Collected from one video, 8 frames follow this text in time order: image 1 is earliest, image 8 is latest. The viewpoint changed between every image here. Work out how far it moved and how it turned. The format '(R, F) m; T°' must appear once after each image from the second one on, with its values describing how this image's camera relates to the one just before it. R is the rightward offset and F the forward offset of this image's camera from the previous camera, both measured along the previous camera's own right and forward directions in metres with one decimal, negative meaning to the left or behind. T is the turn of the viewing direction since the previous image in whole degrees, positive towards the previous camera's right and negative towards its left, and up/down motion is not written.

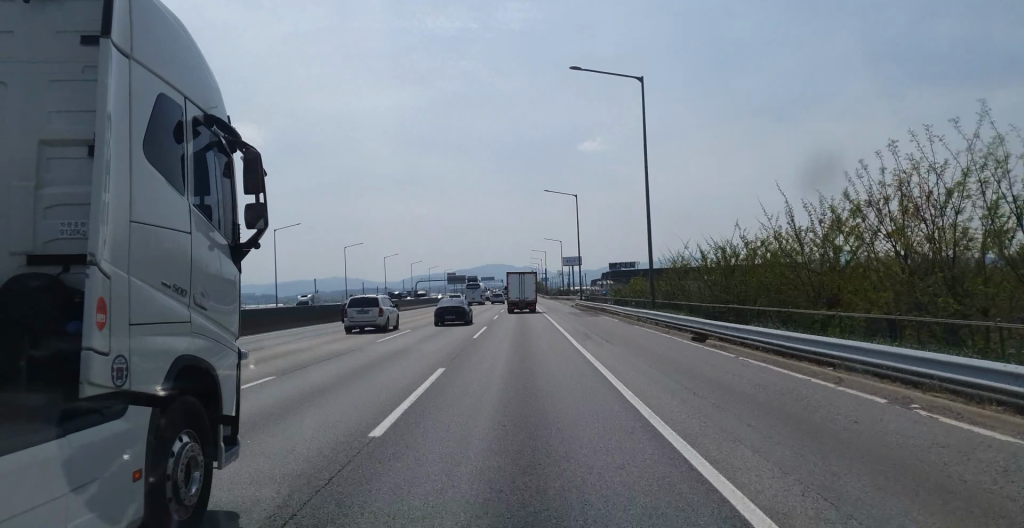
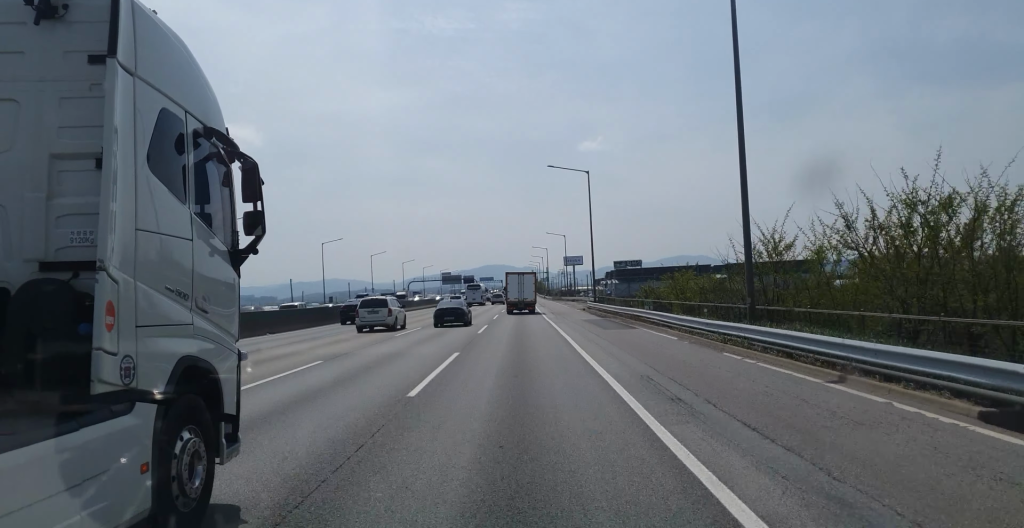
(+0.1, +16.1) m; 0°
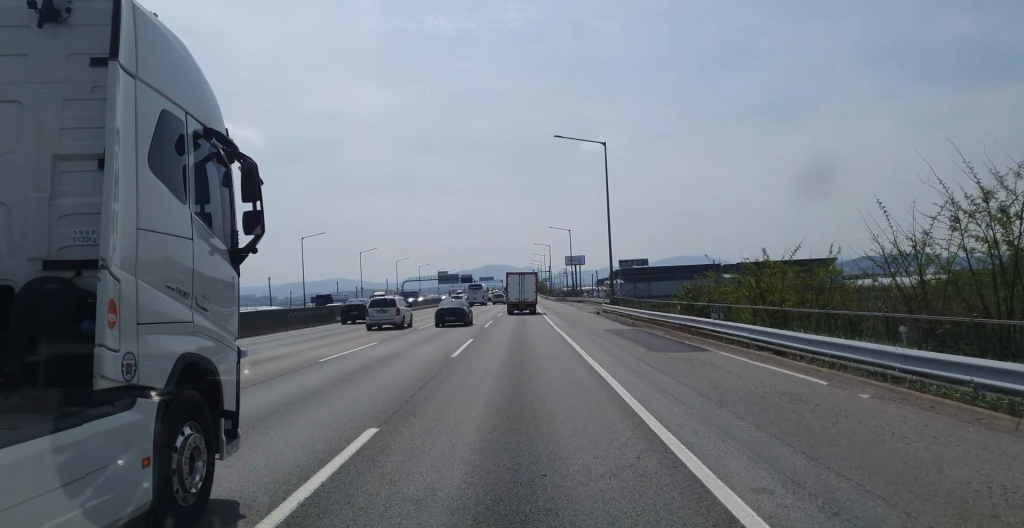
(+0.4, +13.9) m; 0°
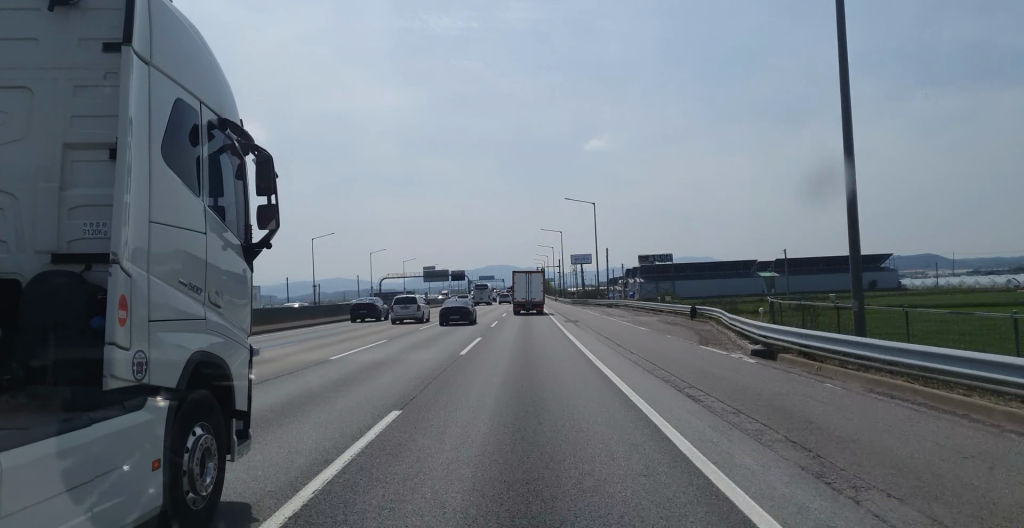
(+0.3, +38.9) m; +3°
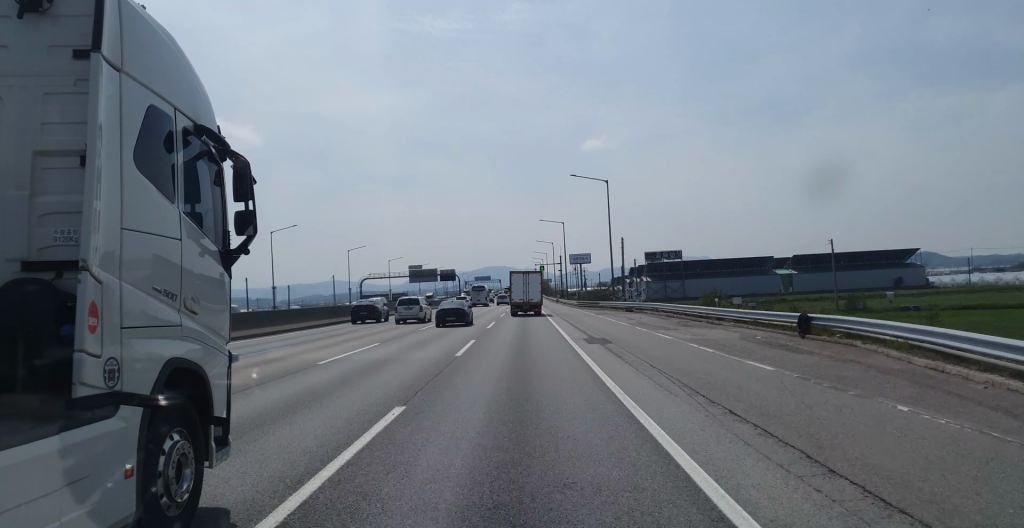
(+0.4, +19.3) m; +2°
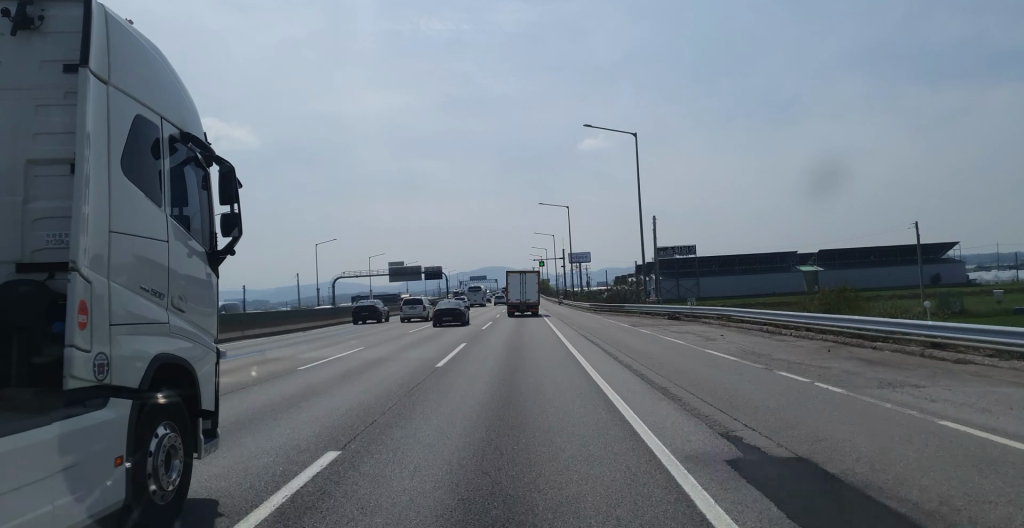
(+0.2, +20.6) m; +1°
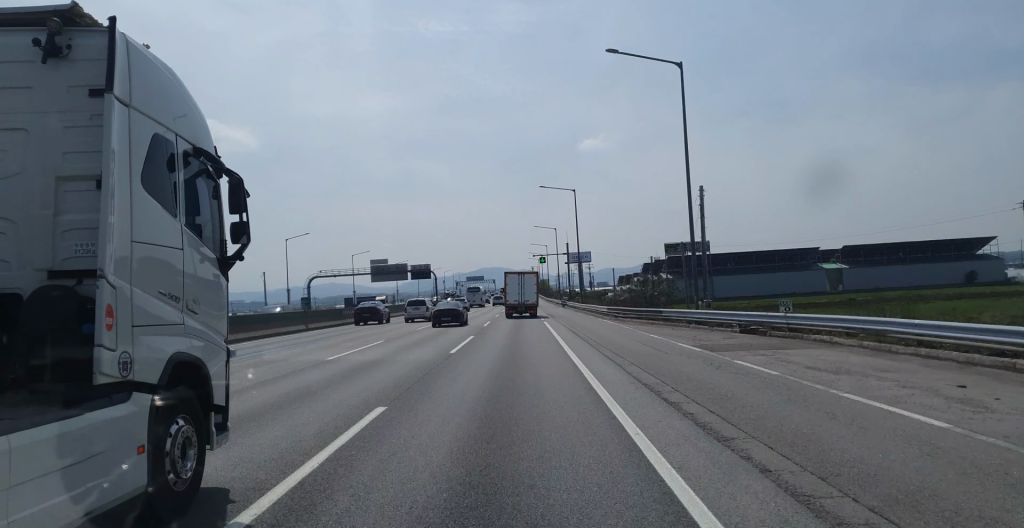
(0.0, +16.5) m; 0°
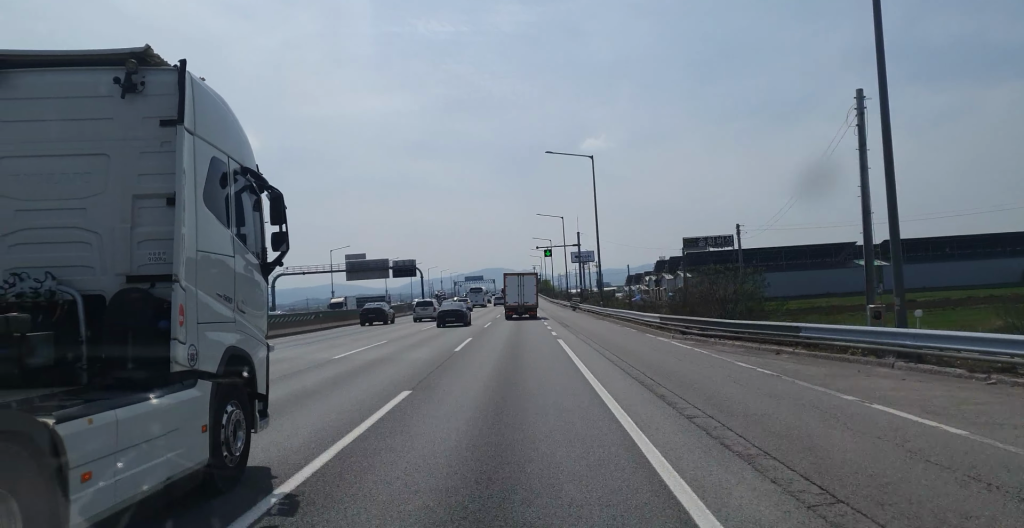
(-0.1, +18.6) m; +1°
